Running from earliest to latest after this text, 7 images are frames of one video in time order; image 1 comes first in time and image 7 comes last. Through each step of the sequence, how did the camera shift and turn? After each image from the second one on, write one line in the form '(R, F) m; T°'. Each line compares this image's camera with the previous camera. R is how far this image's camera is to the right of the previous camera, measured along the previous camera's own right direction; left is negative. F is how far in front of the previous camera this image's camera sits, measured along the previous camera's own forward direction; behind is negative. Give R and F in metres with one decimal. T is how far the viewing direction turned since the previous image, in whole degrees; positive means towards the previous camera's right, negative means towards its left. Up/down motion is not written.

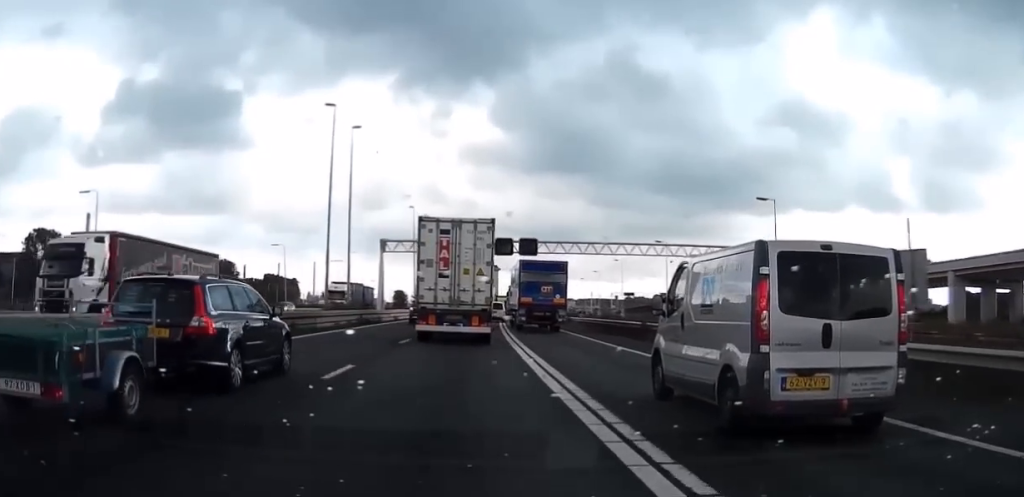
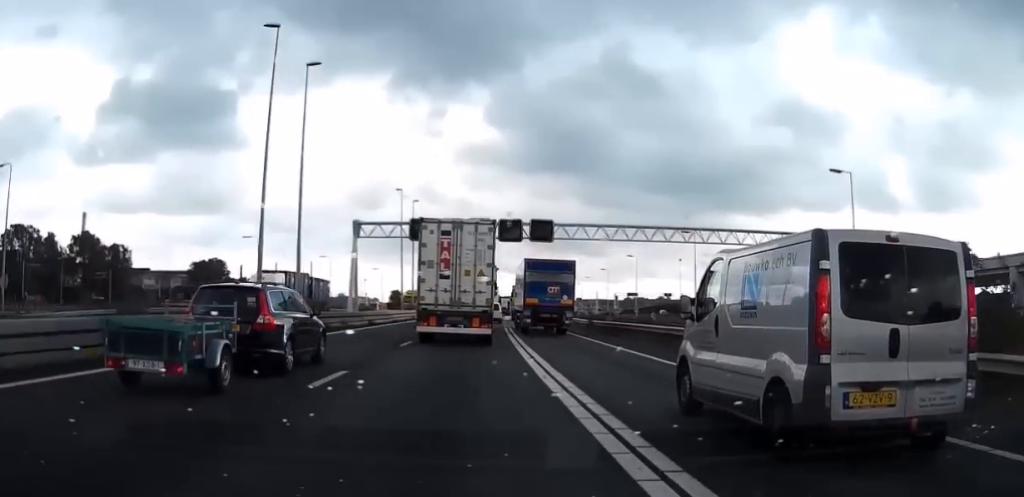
(0.0, +13.4) m; 0°
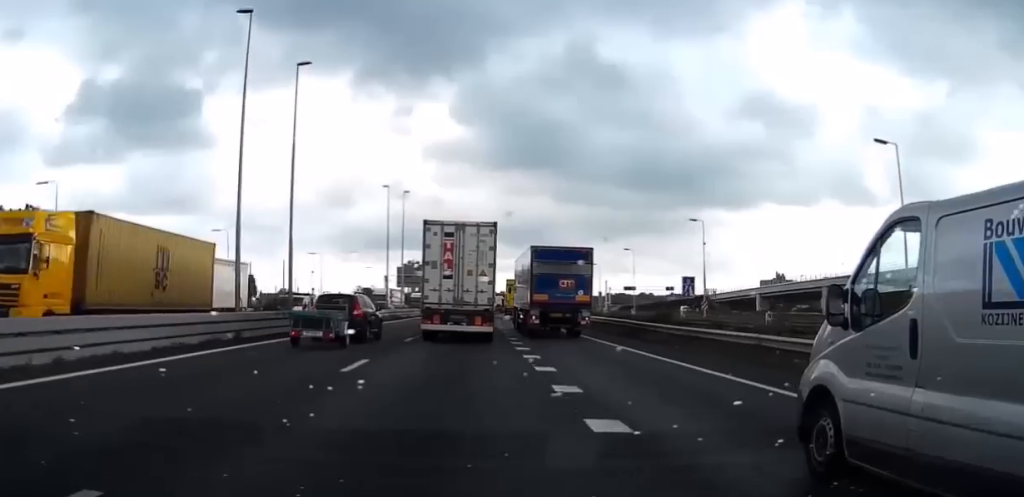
(+1.0, +47.1) m; +2°
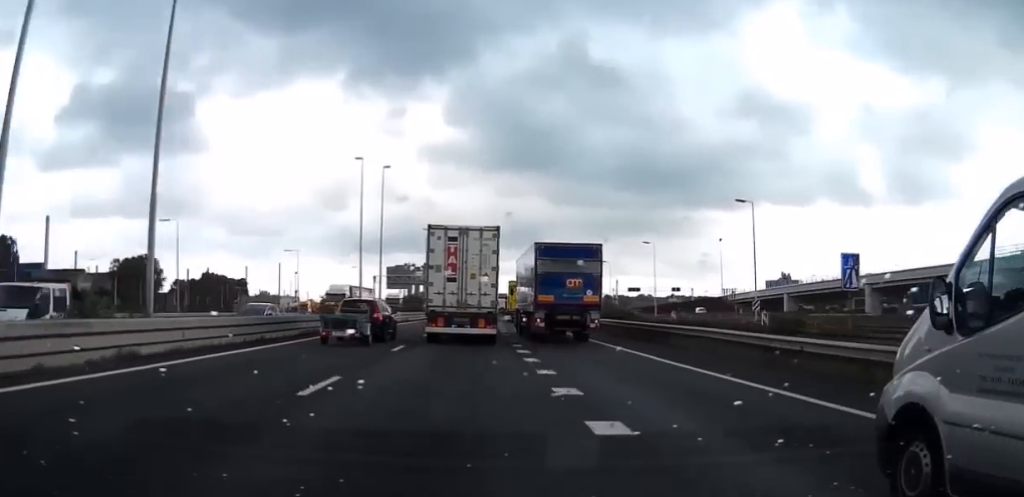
(+0.1, +15.4) m; 0°
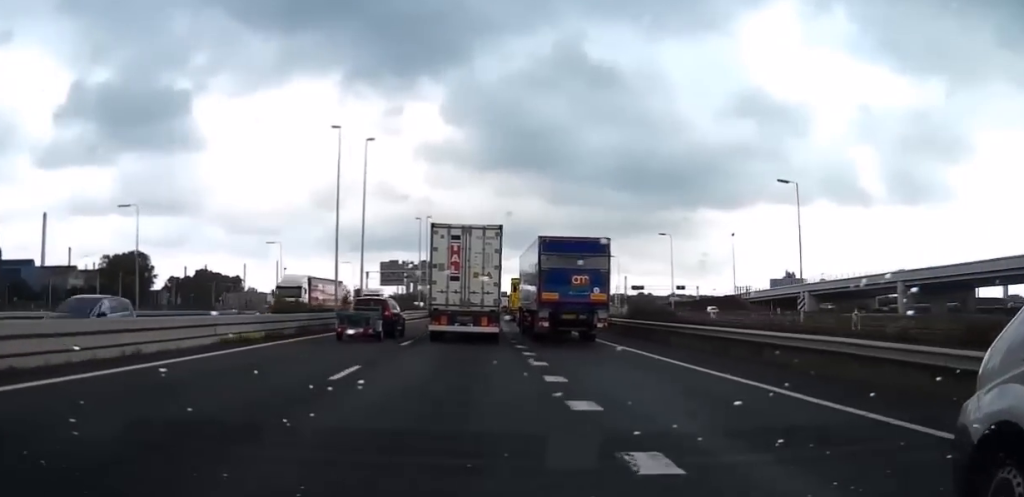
(0.0, +9.5) m; 0°
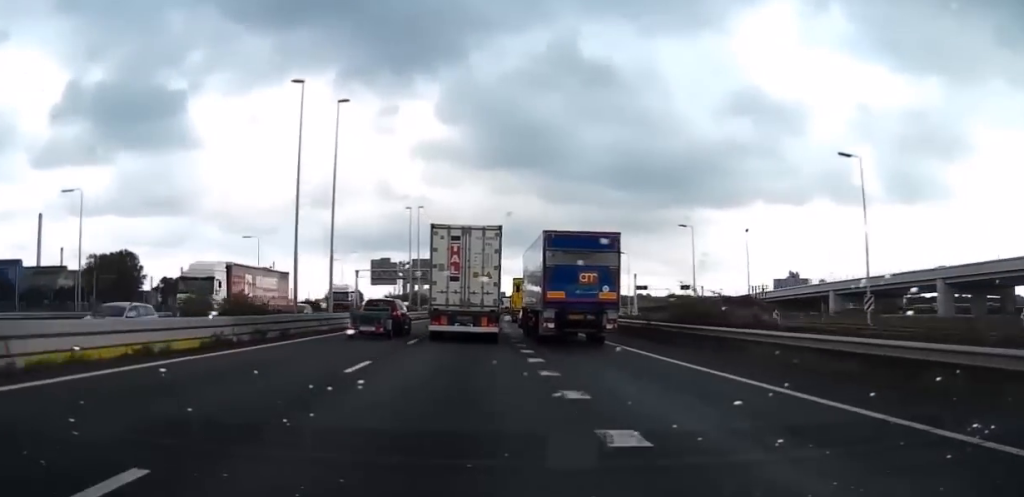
(0.0, +10.3) m; 0°
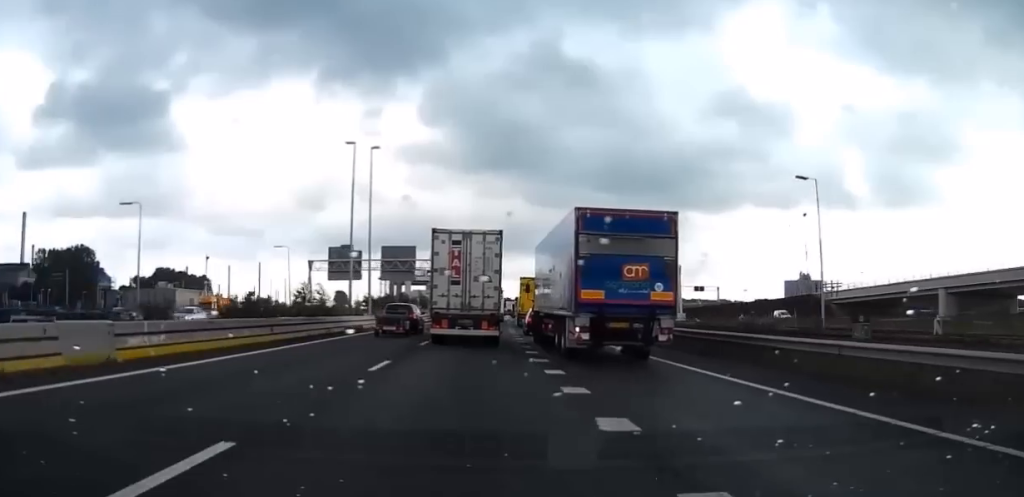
(+0.3, +33.4) m; +1°
